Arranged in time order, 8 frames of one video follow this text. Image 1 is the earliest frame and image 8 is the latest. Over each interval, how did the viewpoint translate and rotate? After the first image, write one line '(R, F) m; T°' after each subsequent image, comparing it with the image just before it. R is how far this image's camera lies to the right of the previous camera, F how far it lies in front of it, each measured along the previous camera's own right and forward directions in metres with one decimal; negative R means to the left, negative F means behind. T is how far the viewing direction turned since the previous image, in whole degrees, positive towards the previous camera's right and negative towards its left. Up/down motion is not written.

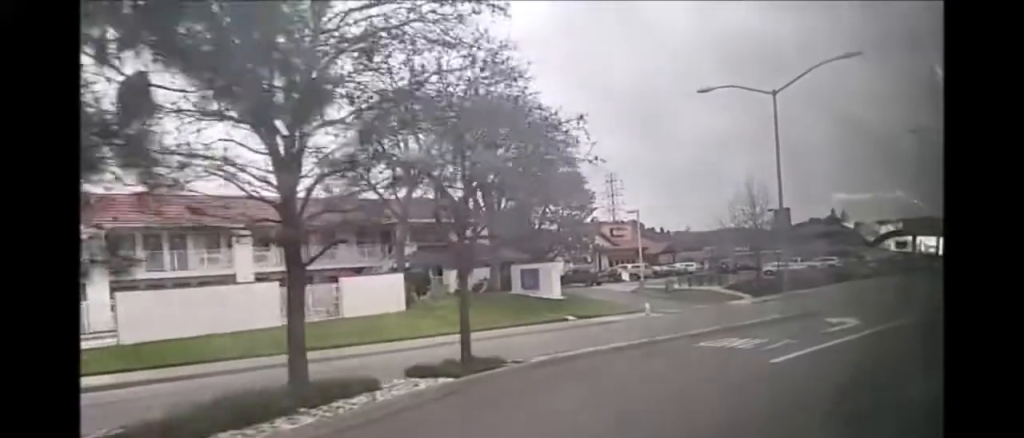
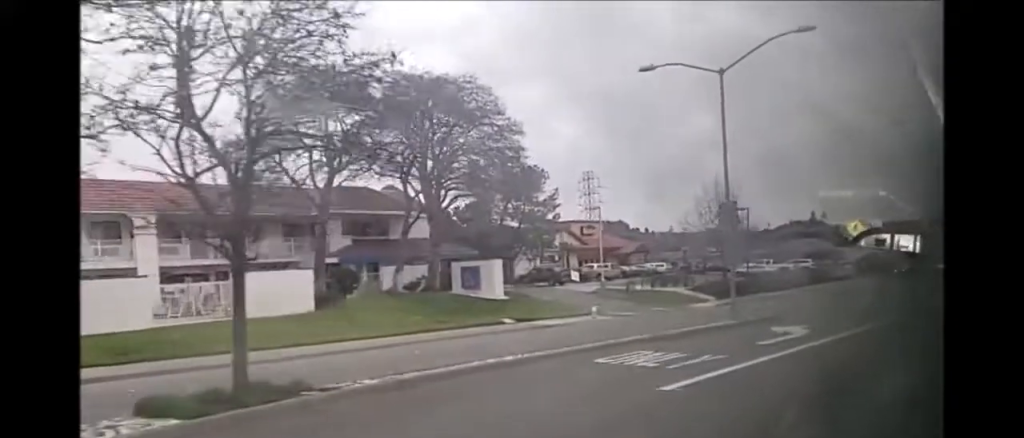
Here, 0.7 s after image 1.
(+0.1, +5.9) m; -1°
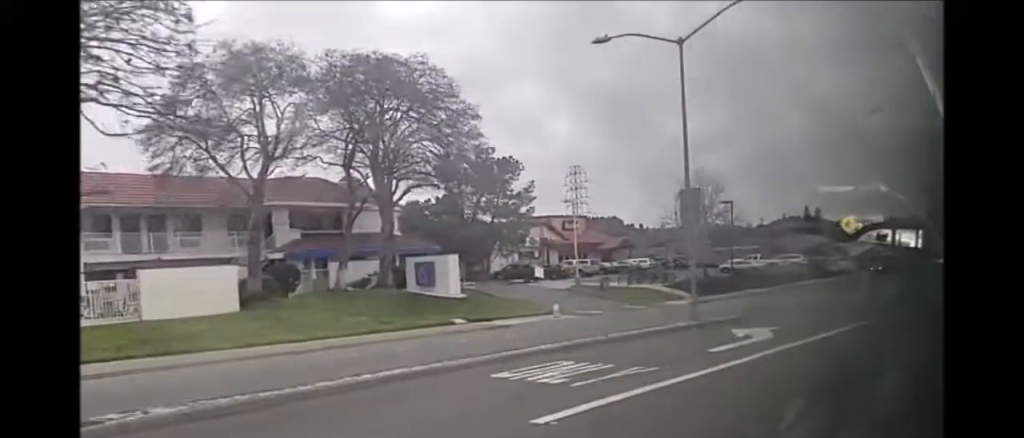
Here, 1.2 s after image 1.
(+0.2, +4.1) m; -1°
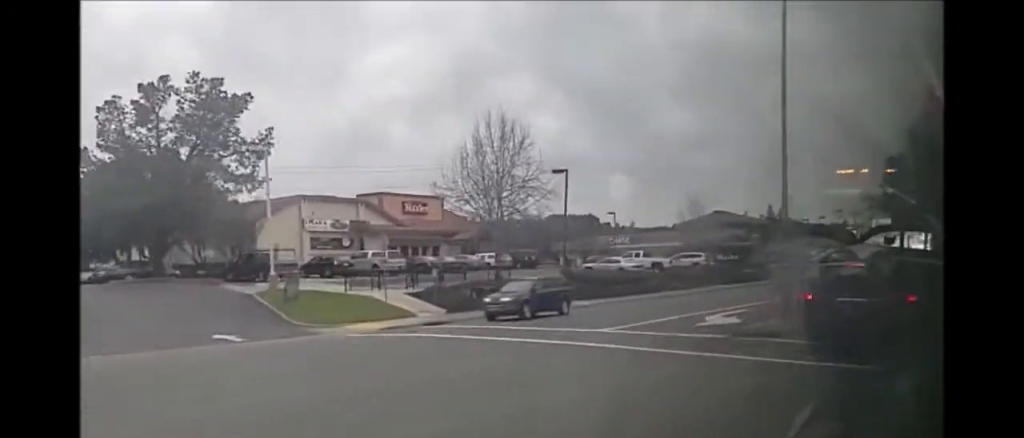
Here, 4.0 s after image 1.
(-0.1, +28.1) m; +1°
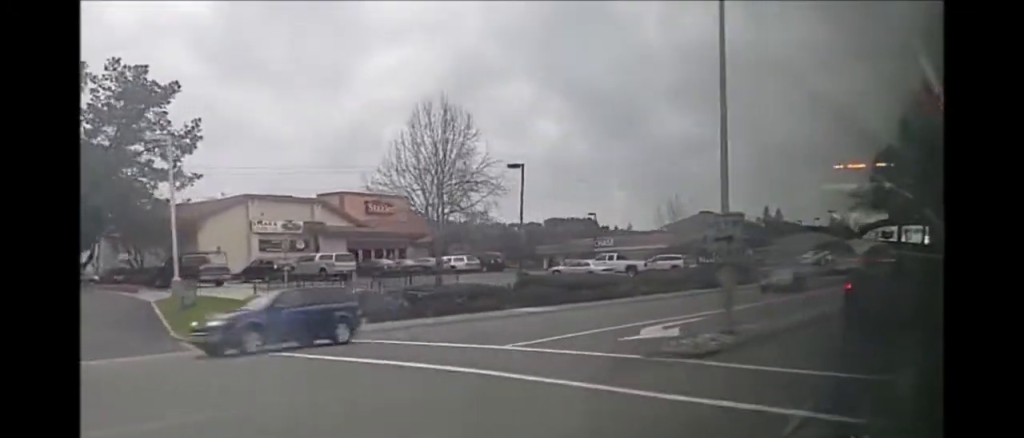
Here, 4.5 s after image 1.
(-0.1, +4.7) m; -1°
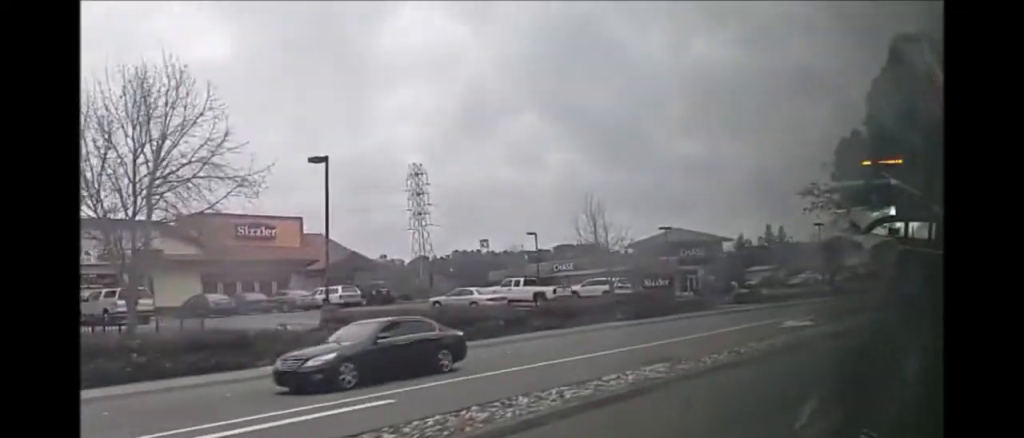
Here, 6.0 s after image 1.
(-0.2, +13.2) m; +1°
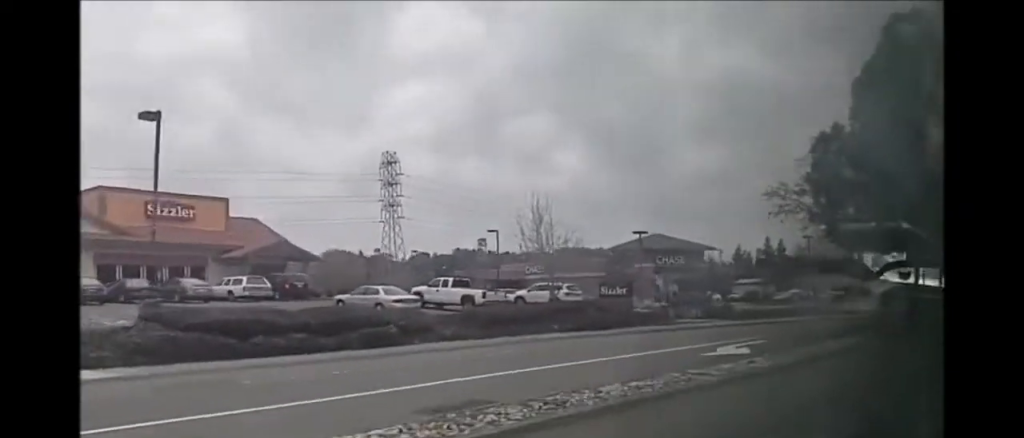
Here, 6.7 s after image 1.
(+0.1, +6.4) m; +1°
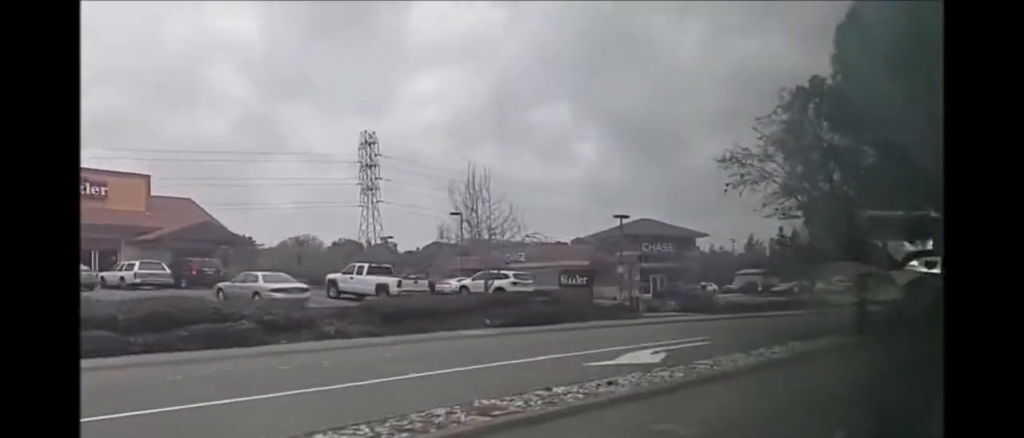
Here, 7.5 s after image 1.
(0.0, +6.6) m; -1°
